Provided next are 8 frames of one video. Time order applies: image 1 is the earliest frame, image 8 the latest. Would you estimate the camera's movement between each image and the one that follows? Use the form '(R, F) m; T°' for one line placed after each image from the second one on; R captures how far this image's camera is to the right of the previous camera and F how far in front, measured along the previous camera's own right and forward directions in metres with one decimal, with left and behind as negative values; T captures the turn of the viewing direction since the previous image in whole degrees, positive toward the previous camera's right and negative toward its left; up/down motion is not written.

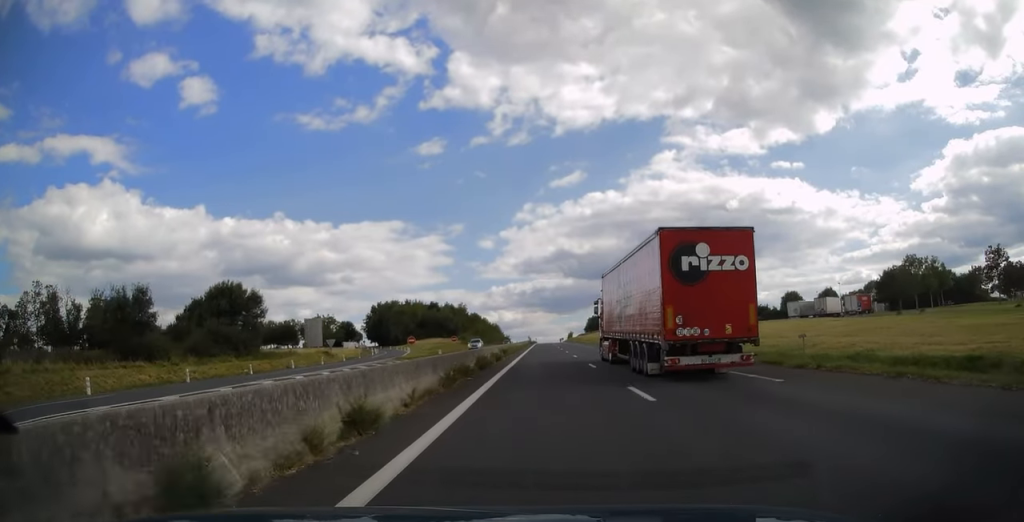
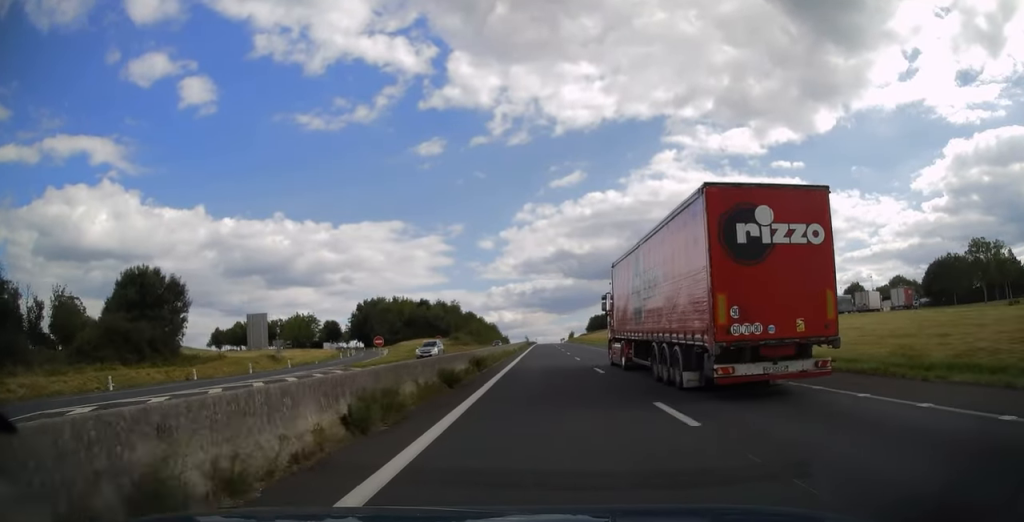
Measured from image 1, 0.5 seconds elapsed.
(0.0, +16.3) m; 0°
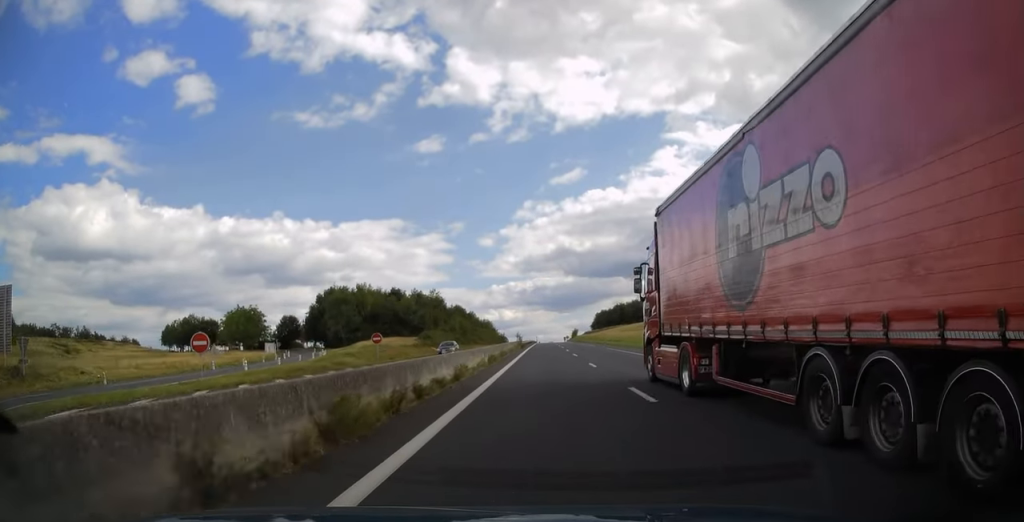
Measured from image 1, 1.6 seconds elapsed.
(0.0, +35.8) m; 0°
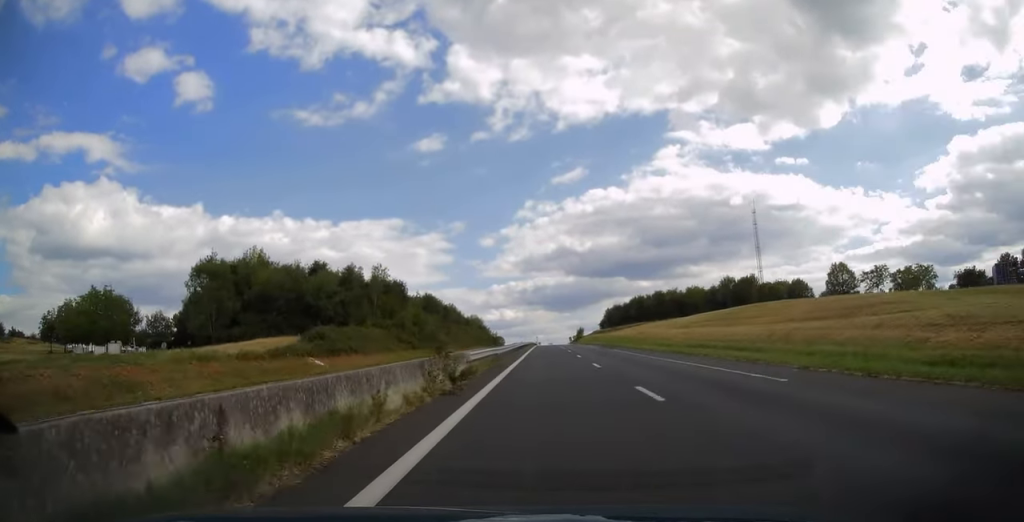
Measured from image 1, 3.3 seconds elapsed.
(0.0, +51.7) m; 0°
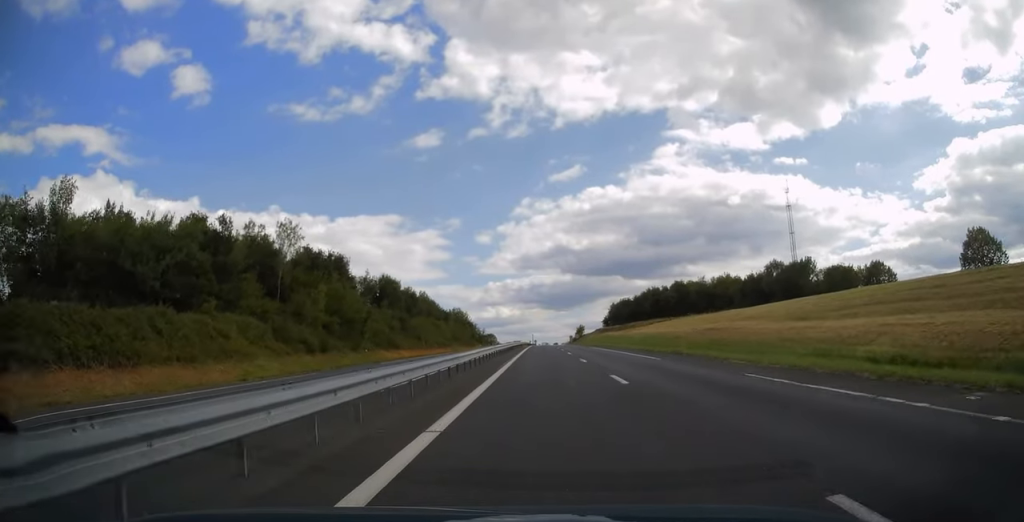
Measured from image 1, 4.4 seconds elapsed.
(0.0, +36.4) m; 0°
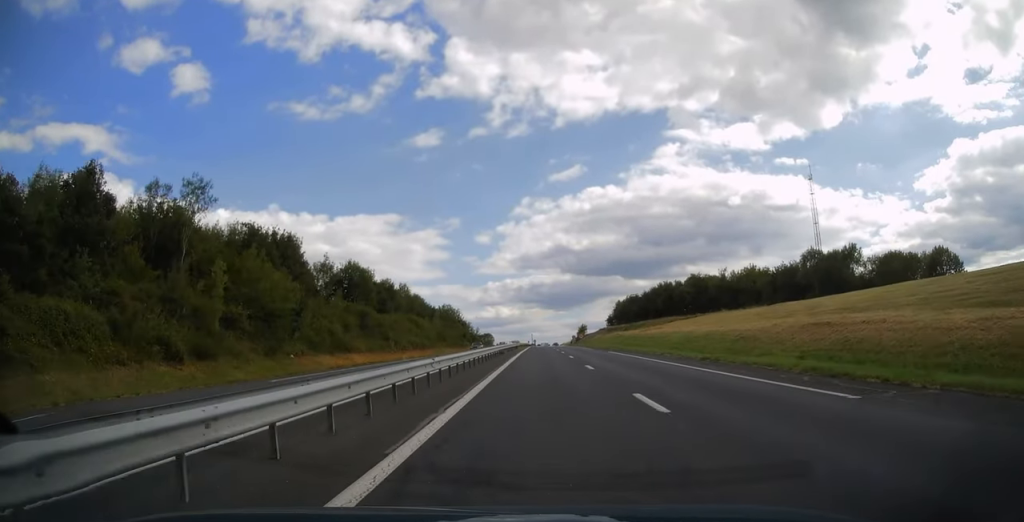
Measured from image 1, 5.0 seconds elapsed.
(+0.1, +19.0) m; 0°
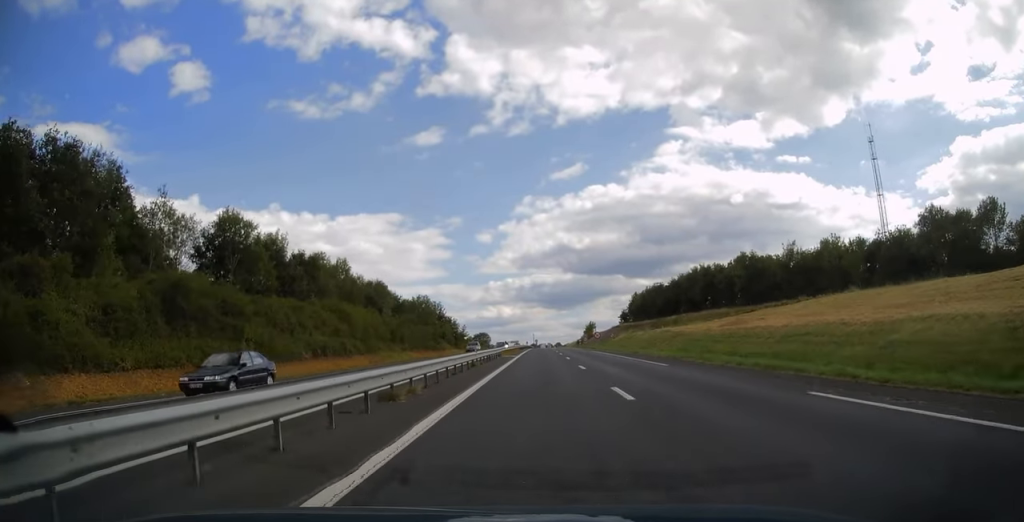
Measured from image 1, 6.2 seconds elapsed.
(0.0, +37.4) m; 0°
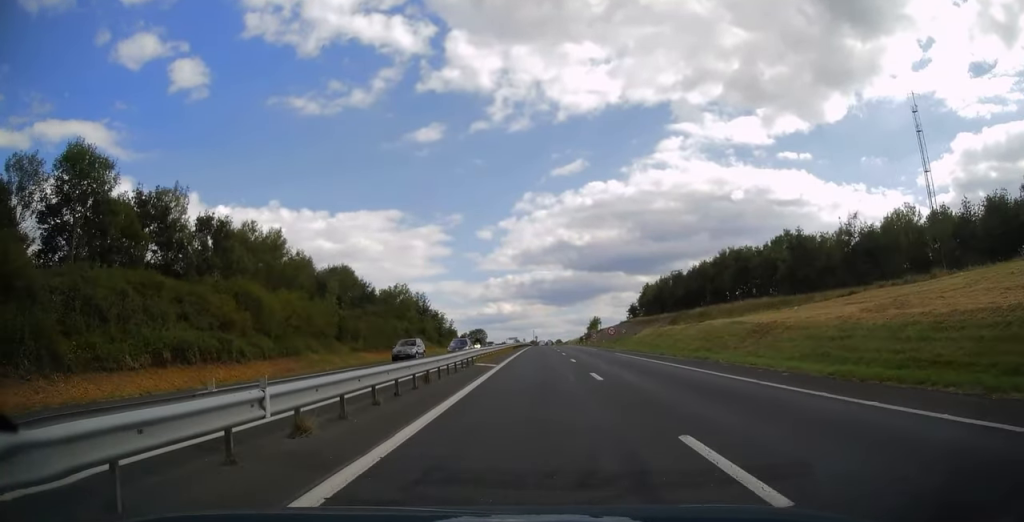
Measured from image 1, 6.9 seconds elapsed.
(0.0, +21.1) m; 0°
